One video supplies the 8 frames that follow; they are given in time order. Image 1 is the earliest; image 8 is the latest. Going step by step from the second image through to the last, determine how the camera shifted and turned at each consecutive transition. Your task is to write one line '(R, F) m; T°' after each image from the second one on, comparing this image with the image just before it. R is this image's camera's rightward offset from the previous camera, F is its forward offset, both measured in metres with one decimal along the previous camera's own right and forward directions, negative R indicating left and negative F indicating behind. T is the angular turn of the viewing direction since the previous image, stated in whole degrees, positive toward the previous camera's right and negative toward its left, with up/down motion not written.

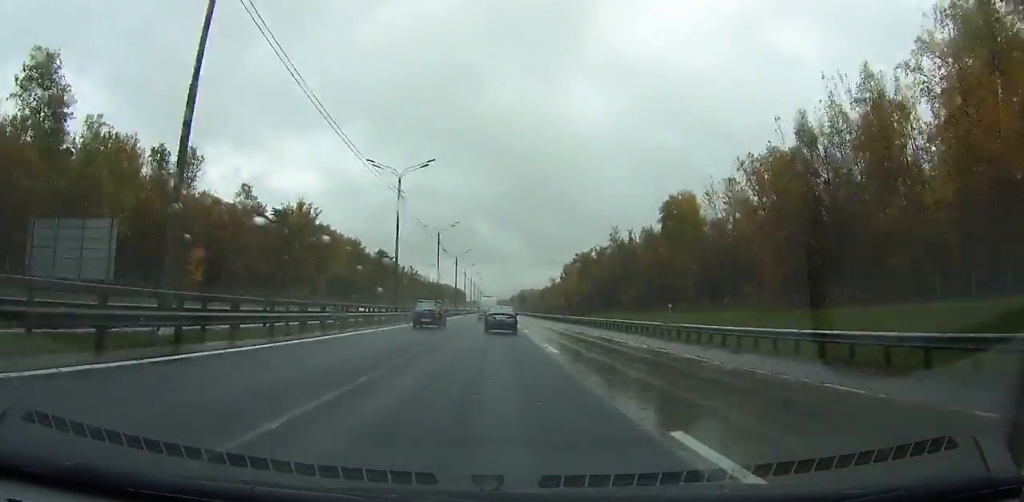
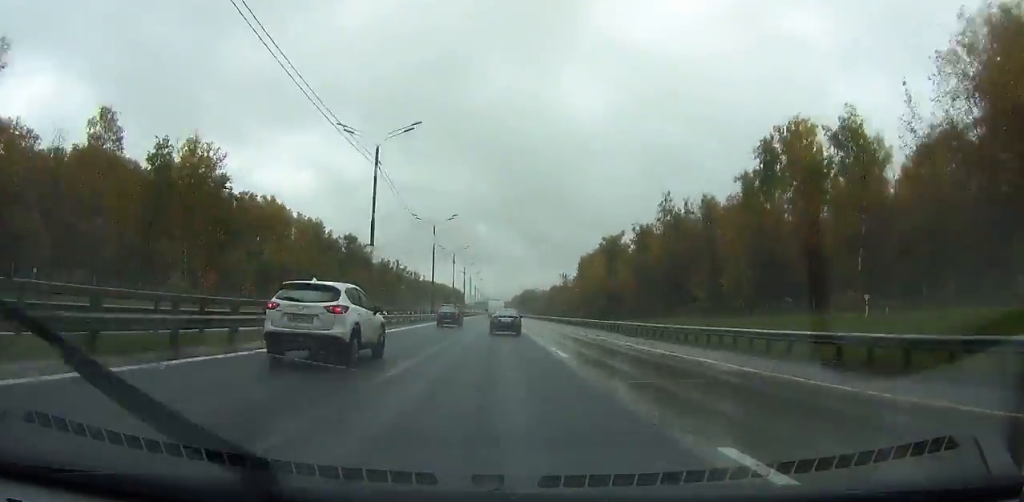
(0.0, +49.5) m; 0°
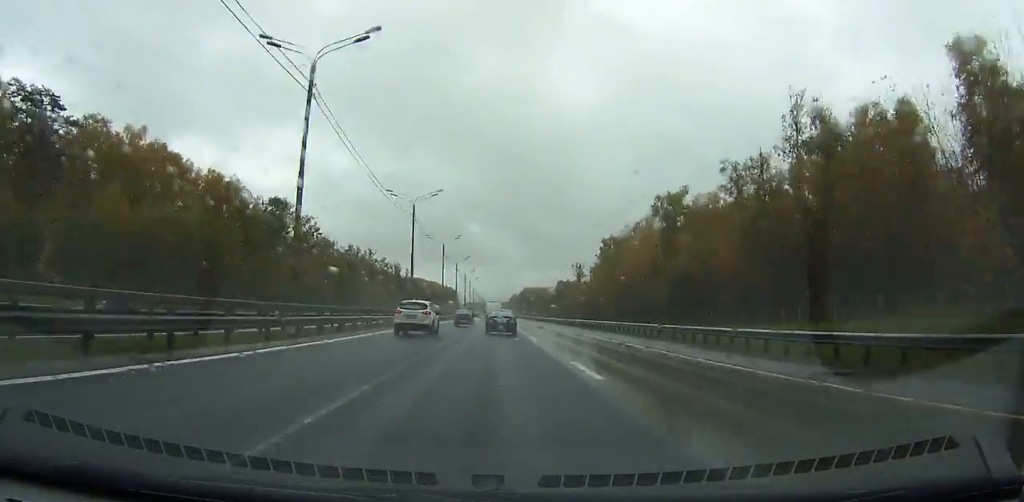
(+0.3, +55.2) m; 0°
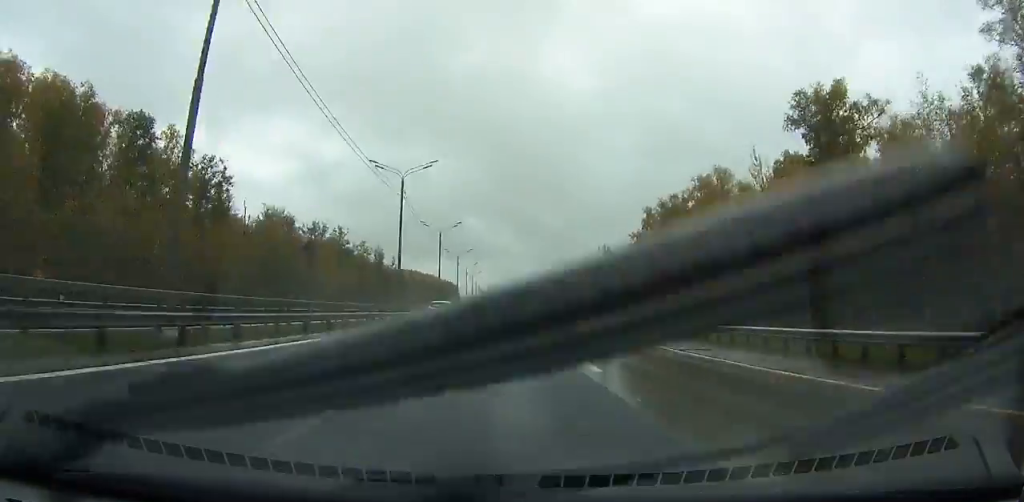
(-0.1, +46.9) m; 0°
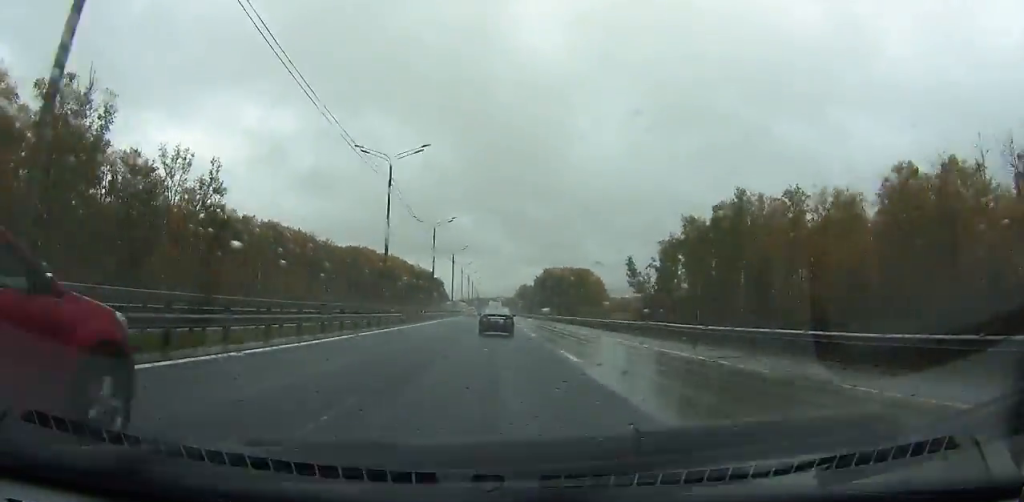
(-0.3, +153.5) m; 0°
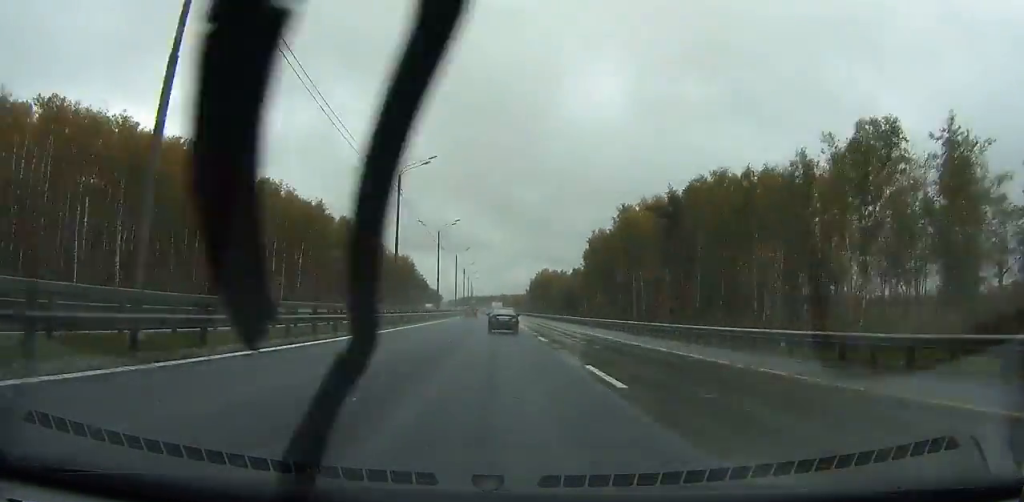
(+0.8, +182.1) m; 0°
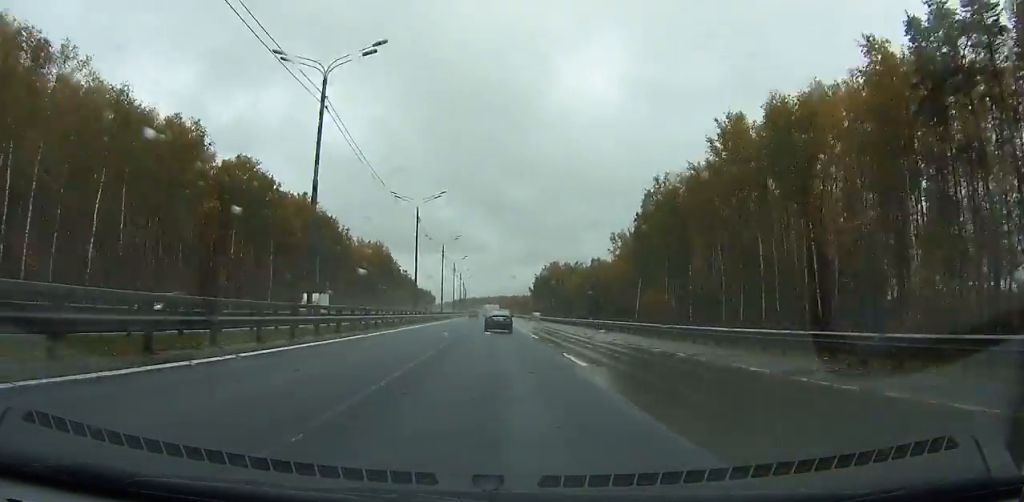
(0.0, +60.9) m; 0°
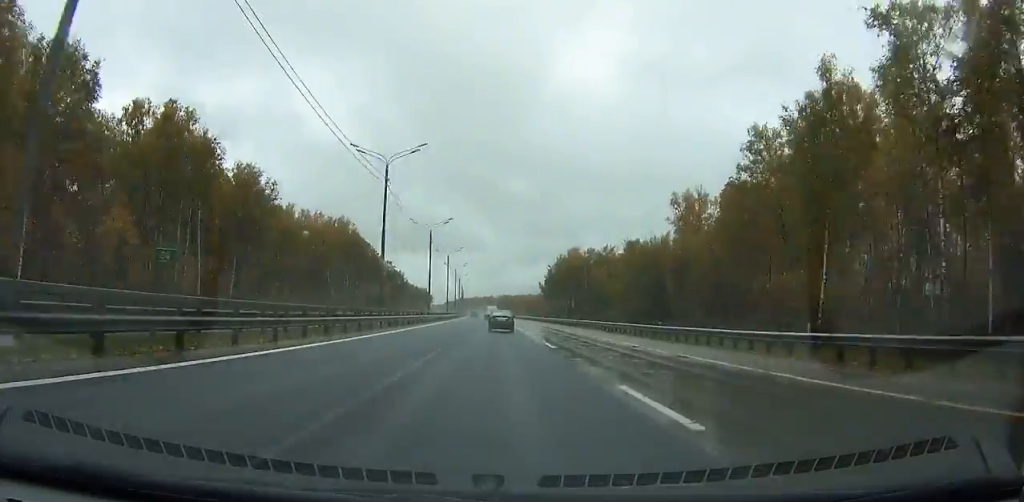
(0.0, +55.6) m; -1°
